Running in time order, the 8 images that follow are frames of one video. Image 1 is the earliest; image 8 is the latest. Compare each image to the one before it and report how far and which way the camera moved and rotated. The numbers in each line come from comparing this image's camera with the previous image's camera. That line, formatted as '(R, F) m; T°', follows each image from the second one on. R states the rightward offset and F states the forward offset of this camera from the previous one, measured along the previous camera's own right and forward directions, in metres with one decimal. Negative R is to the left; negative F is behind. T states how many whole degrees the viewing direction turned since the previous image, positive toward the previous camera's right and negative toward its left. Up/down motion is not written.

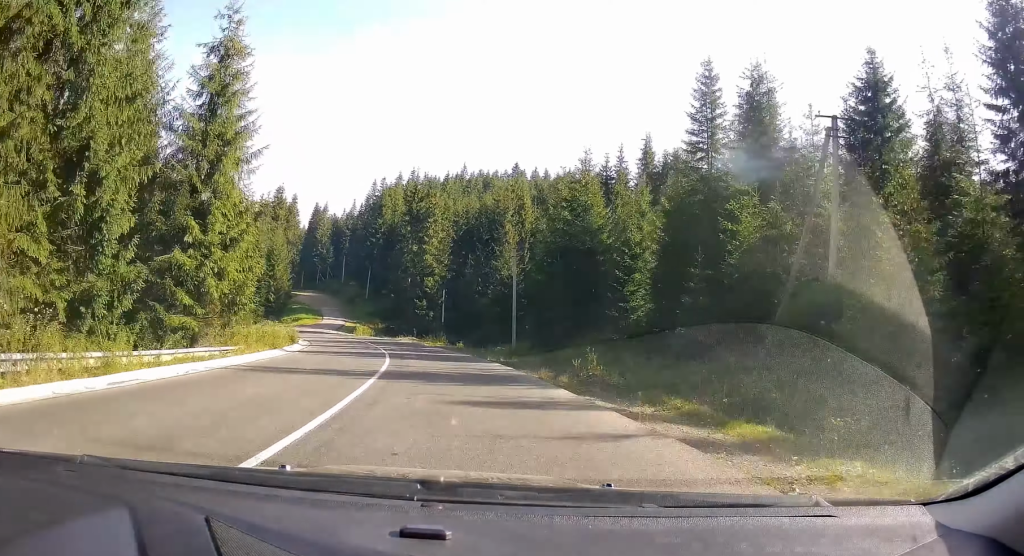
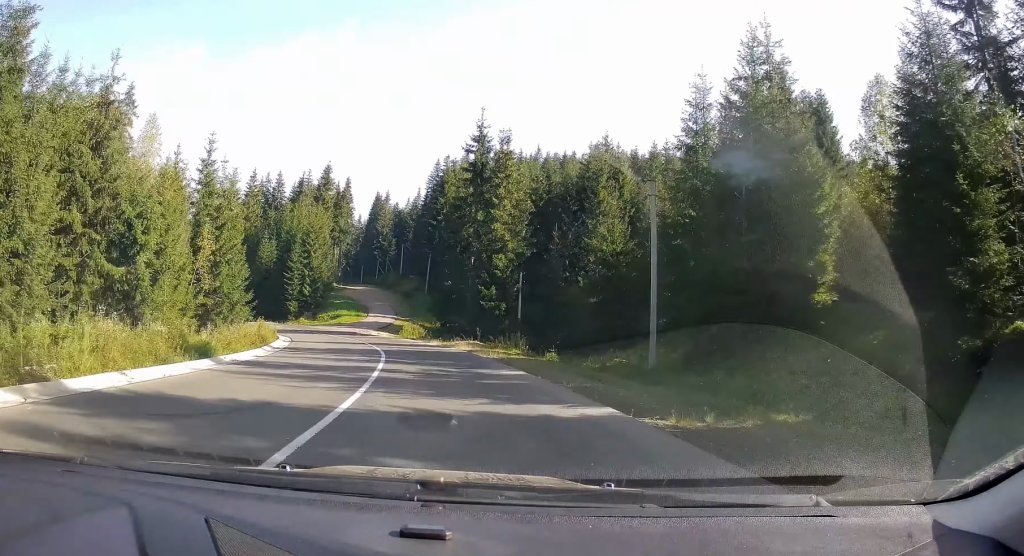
(-1.6, +21.2) m; -7°
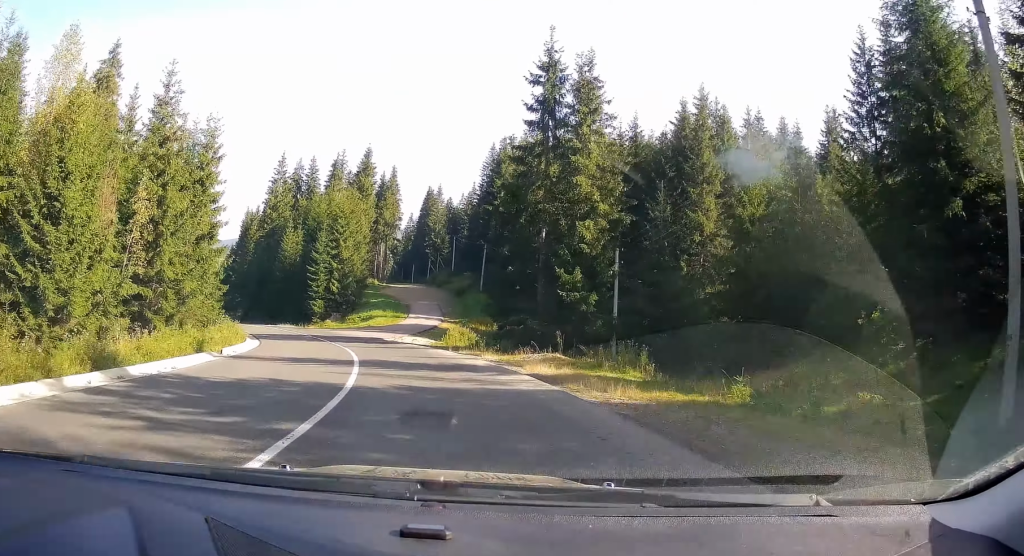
(-0.8, +16.7) m; -7°
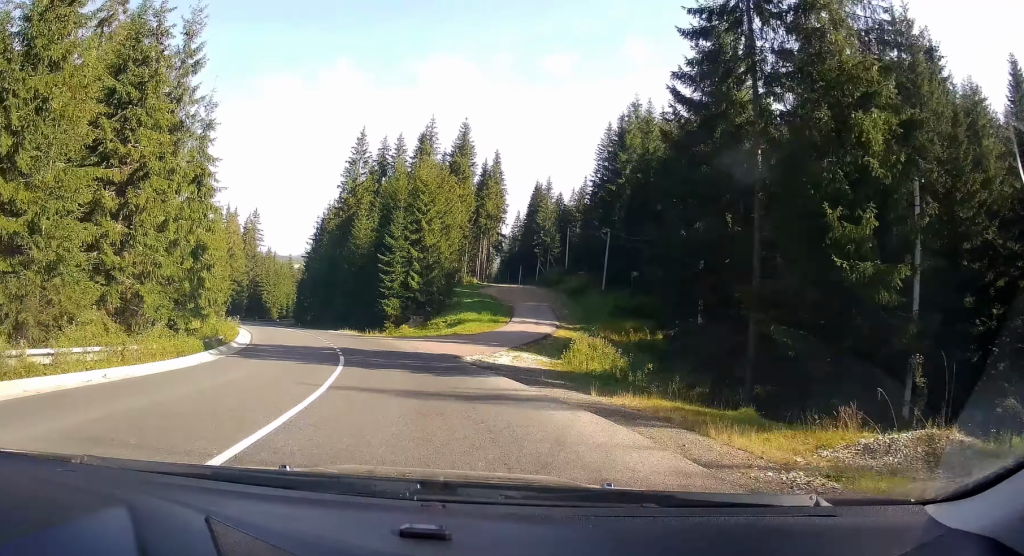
(-1.6, +18.8) m; -7°
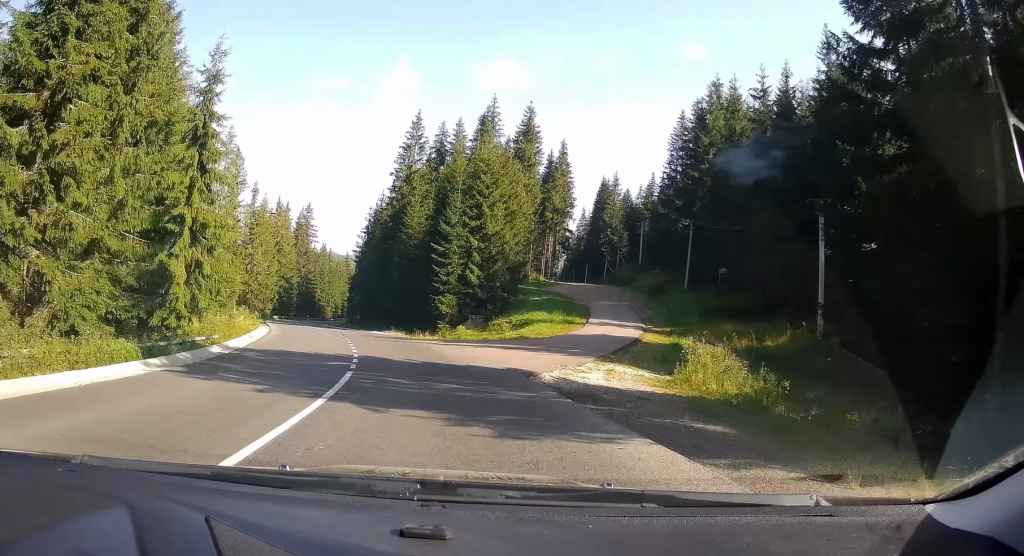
(-0.1, +8.8) m; -3°
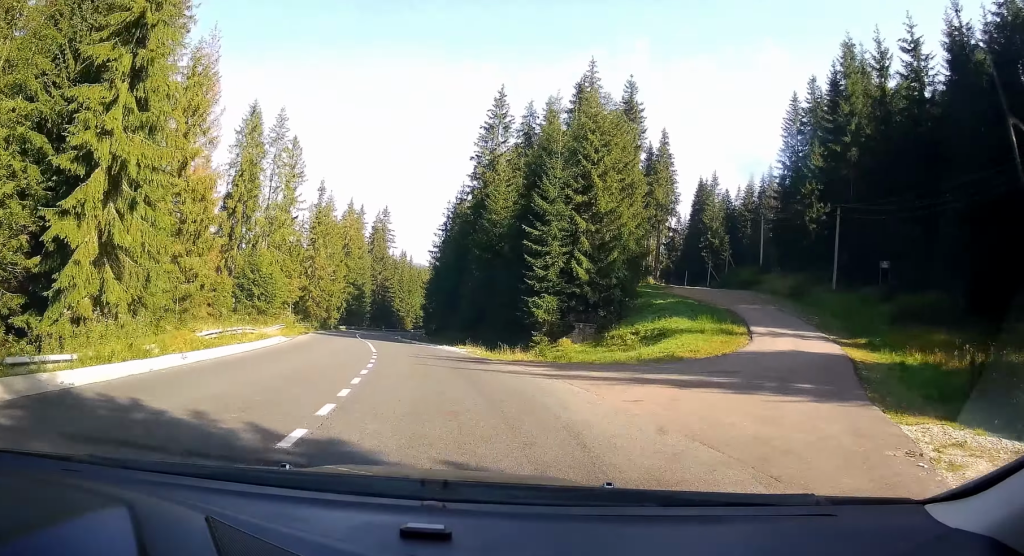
(-1.0, +14.1) m; -10°
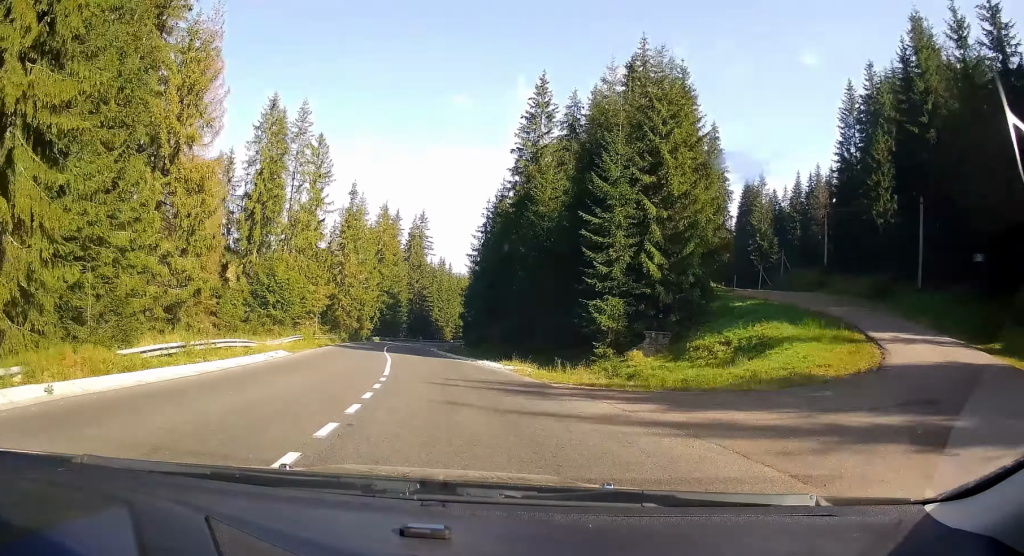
(-0.2, +6.8) m; -6°
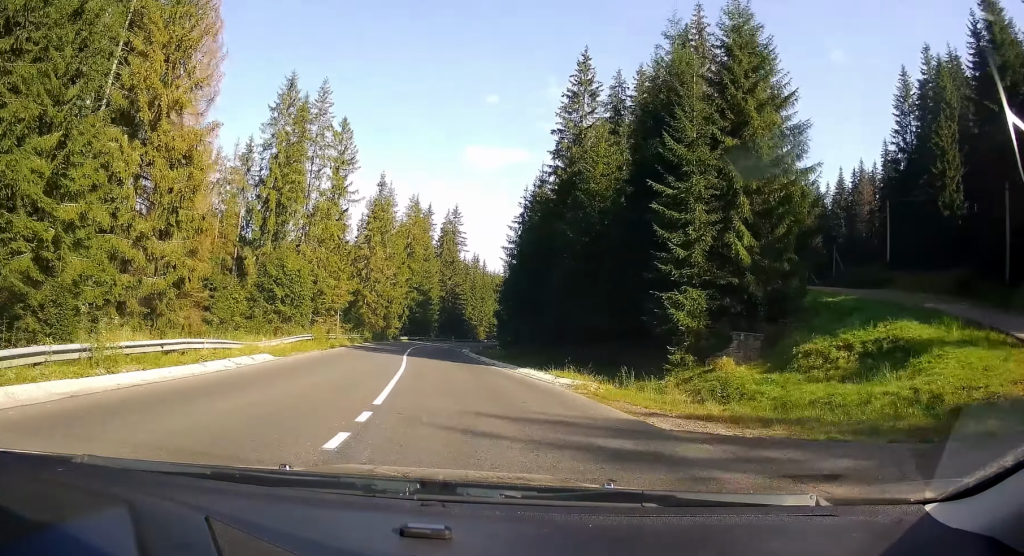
(-0.6, +6.9) m; -5°
